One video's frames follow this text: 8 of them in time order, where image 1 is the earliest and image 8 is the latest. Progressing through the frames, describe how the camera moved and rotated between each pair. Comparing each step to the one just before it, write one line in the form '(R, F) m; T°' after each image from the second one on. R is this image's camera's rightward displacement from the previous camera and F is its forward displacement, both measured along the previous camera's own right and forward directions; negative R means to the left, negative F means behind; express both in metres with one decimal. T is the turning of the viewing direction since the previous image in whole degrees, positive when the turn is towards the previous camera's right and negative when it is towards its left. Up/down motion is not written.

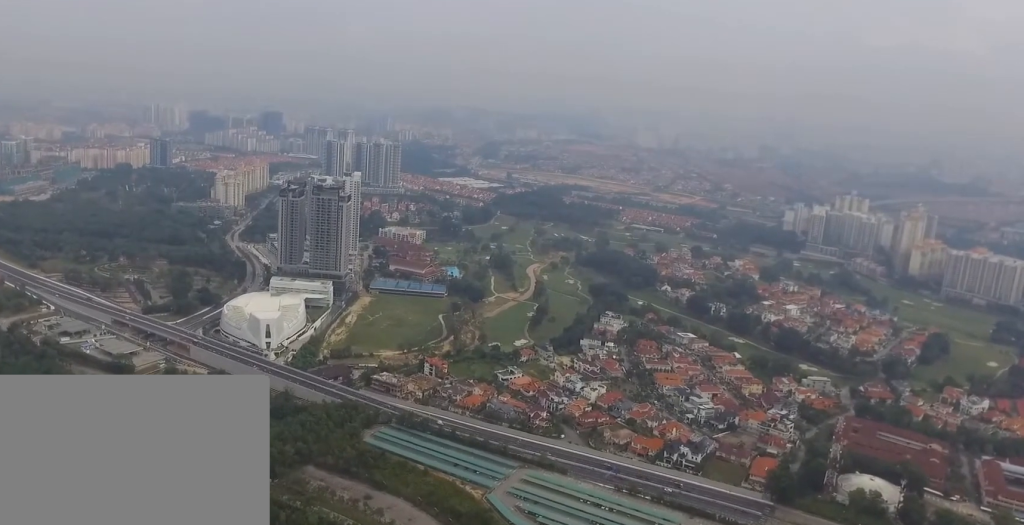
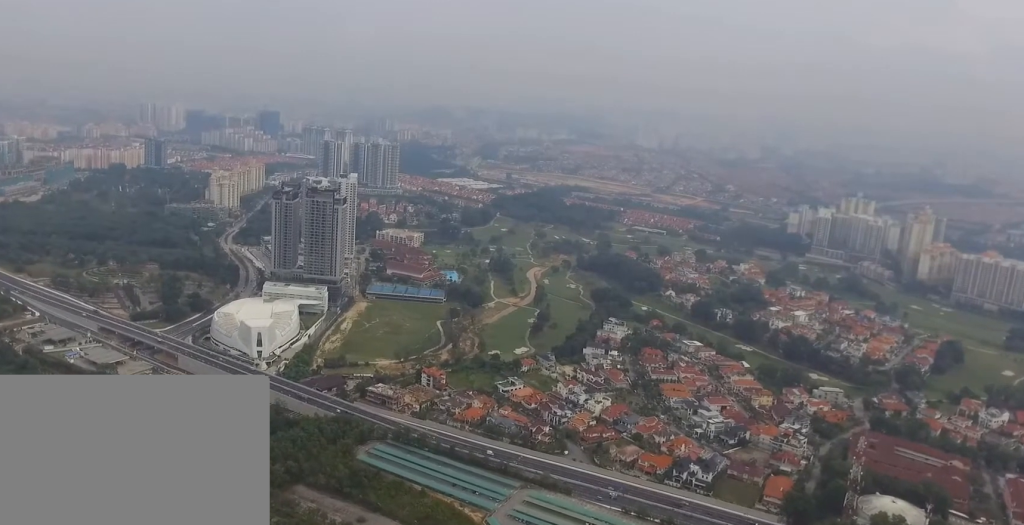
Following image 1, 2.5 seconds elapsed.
(-0.8, +28.5) m; -2°
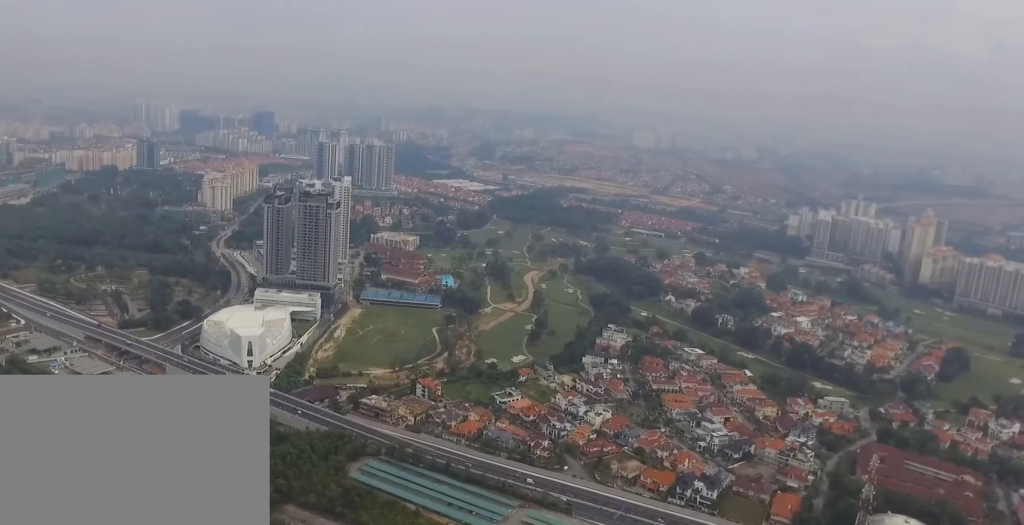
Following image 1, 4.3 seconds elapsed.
(0.0, +21.3) m; 0°
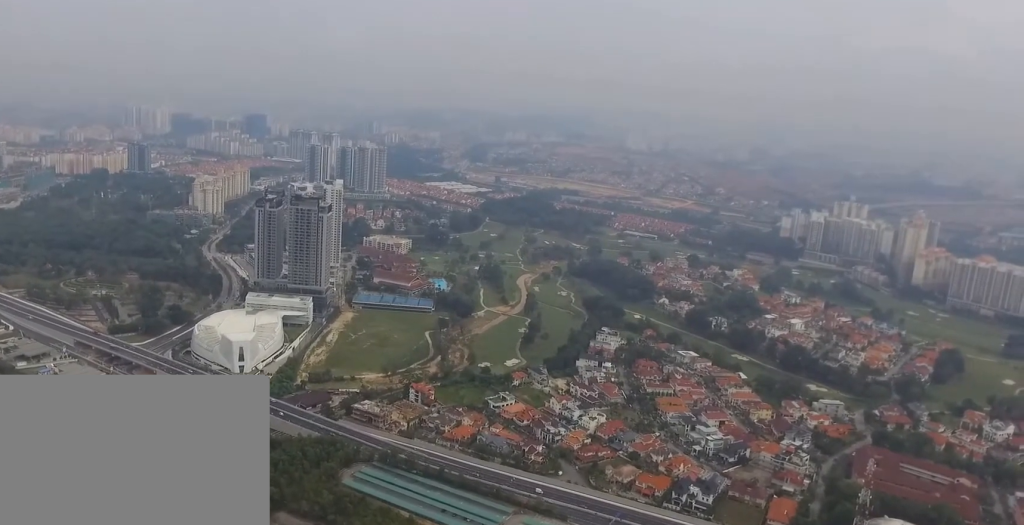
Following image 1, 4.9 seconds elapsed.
(0.0, +7.0) m; 0°
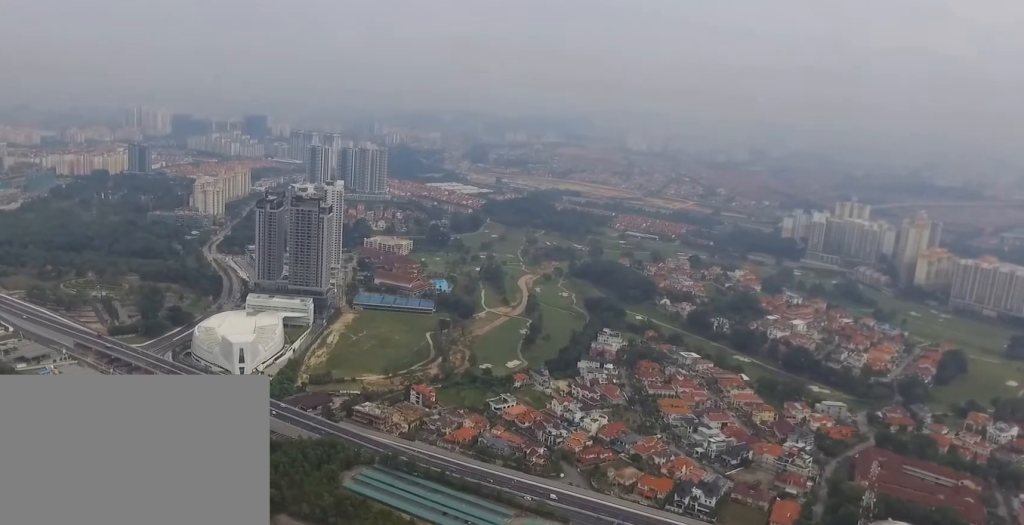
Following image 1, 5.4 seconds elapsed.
(0.0, +5.6) m; 0°
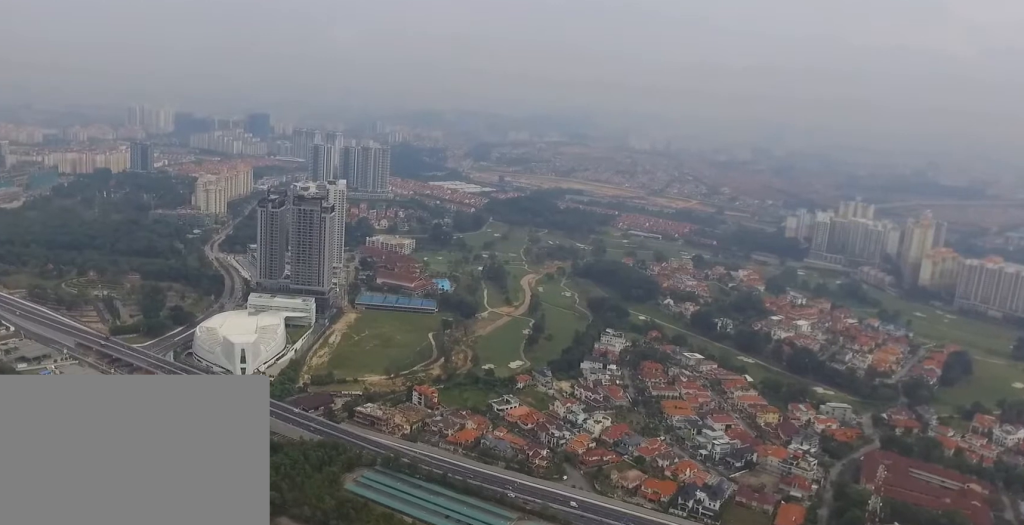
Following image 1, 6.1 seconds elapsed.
(0.0, +8.3) m; 0°
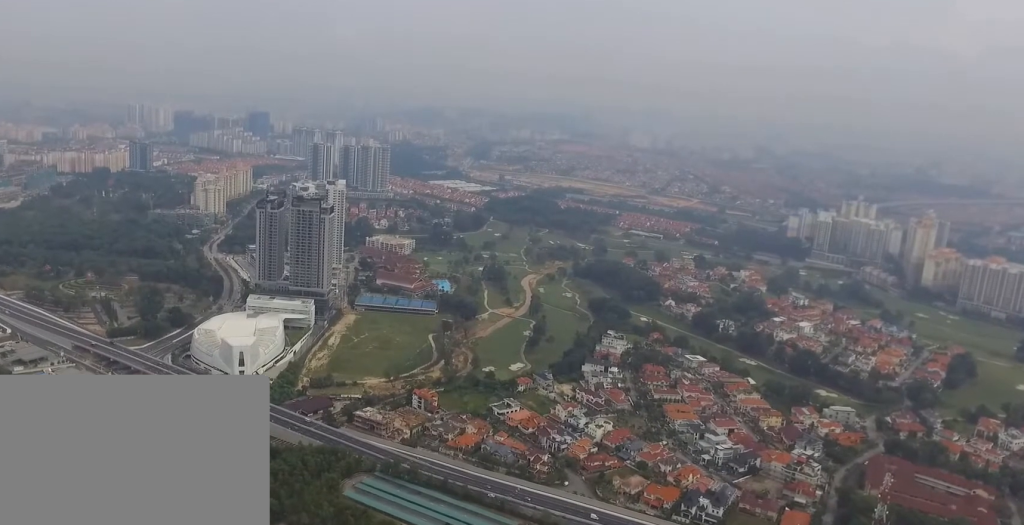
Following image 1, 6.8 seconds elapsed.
(0.0, +7.9) m; 0°
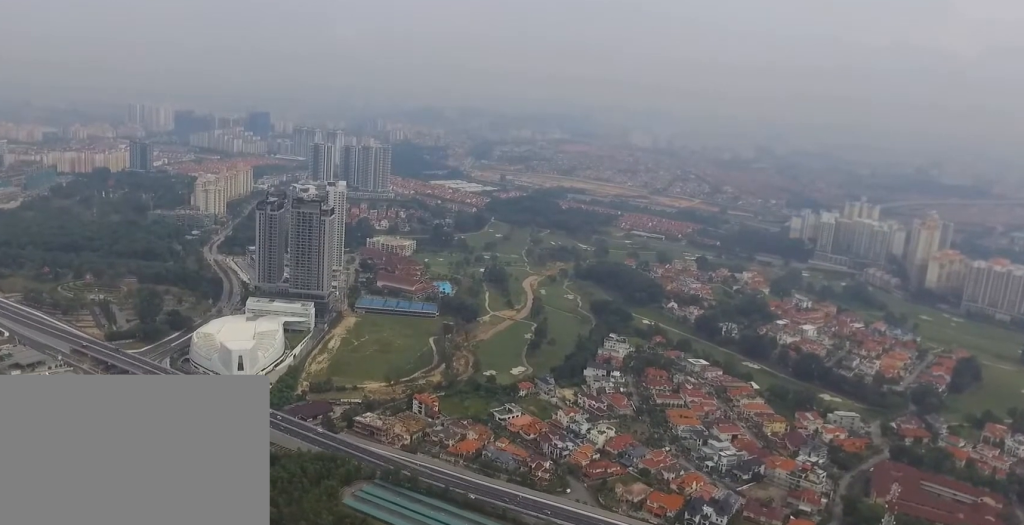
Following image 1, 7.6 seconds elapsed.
(0.0, +8.8) m; 0°
